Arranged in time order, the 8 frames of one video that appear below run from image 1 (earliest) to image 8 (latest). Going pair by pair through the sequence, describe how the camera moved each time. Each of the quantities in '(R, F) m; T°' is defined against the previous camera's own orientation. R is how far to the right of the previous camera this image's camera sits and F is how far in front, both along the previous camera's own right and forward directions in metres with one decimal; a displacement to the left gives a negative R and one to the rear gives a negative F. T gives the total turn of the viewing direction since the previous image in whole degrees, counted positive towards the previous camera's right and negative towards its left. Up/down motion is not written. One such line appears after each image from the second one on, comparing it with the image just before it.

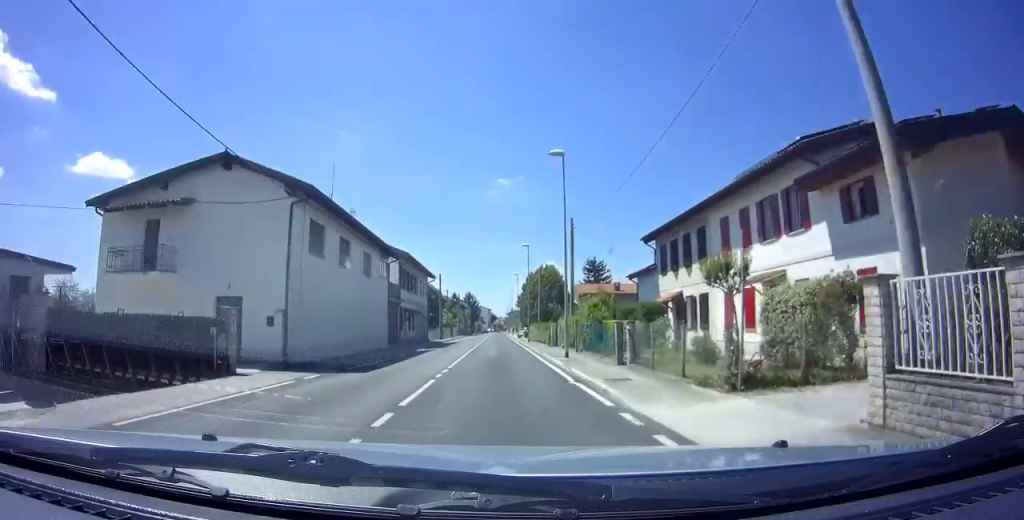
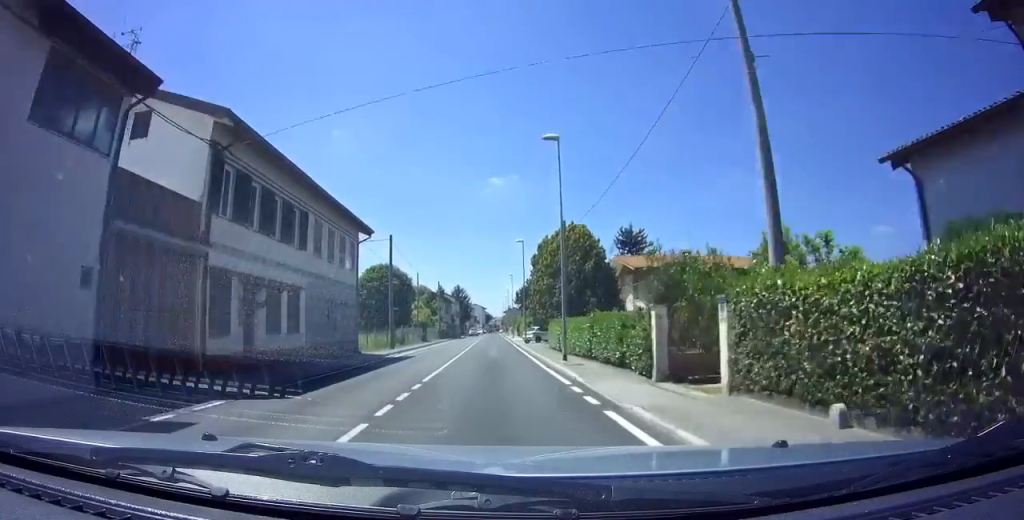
(0.0, +26.2) m; -2°
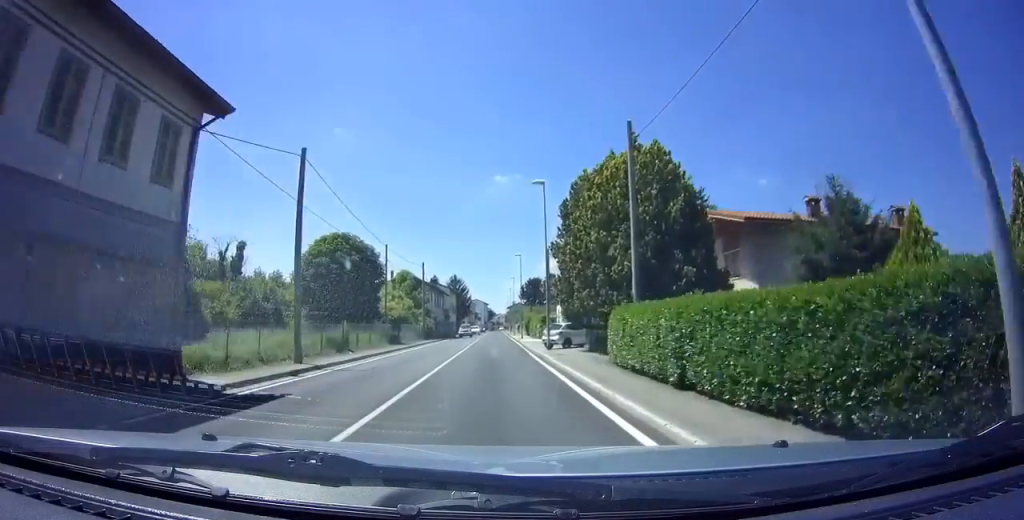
(-0.5, +17.2) m; 0°
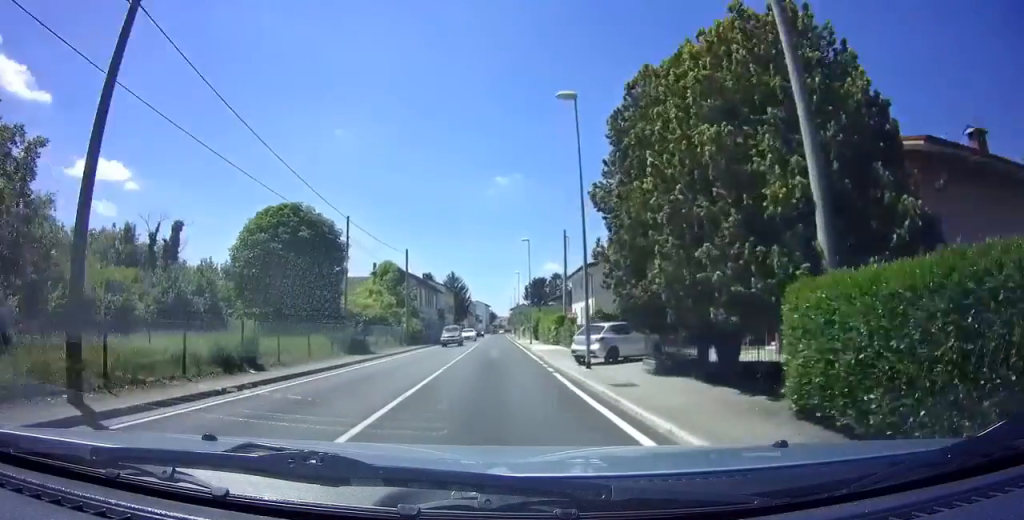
(+0.3, +10.7) m; +1°
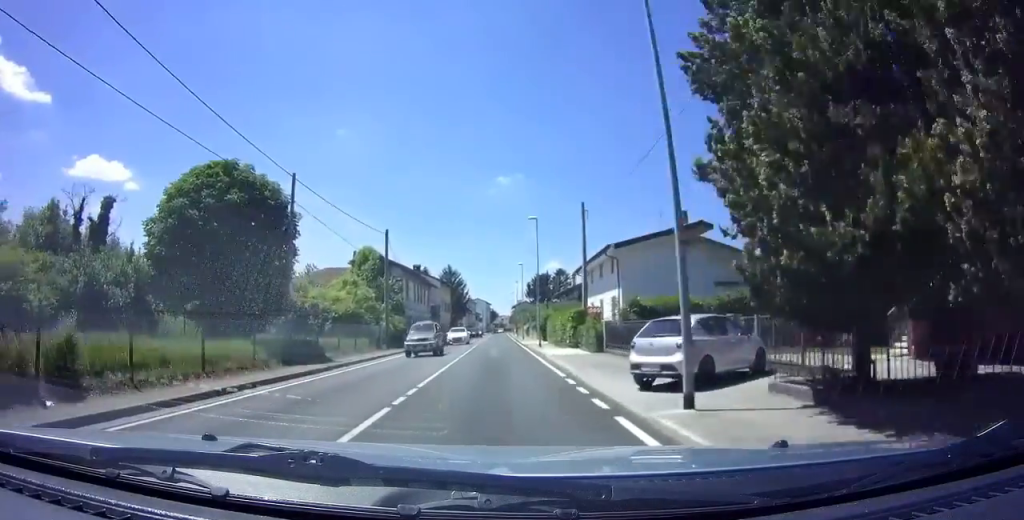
(+0.1, +8.0) m; 0°
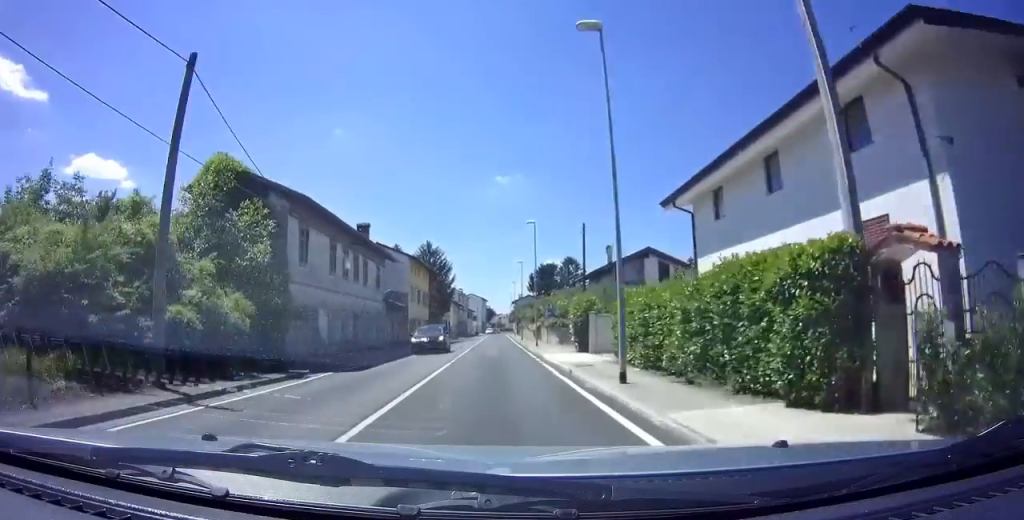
(-0.5, +23.3) m; -2°
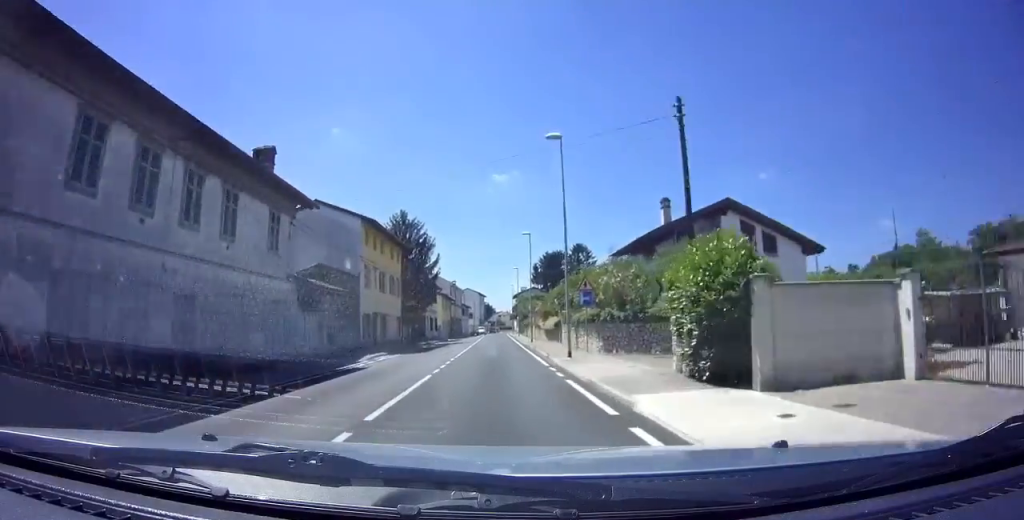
(+0.2, +16.8) m; +1°
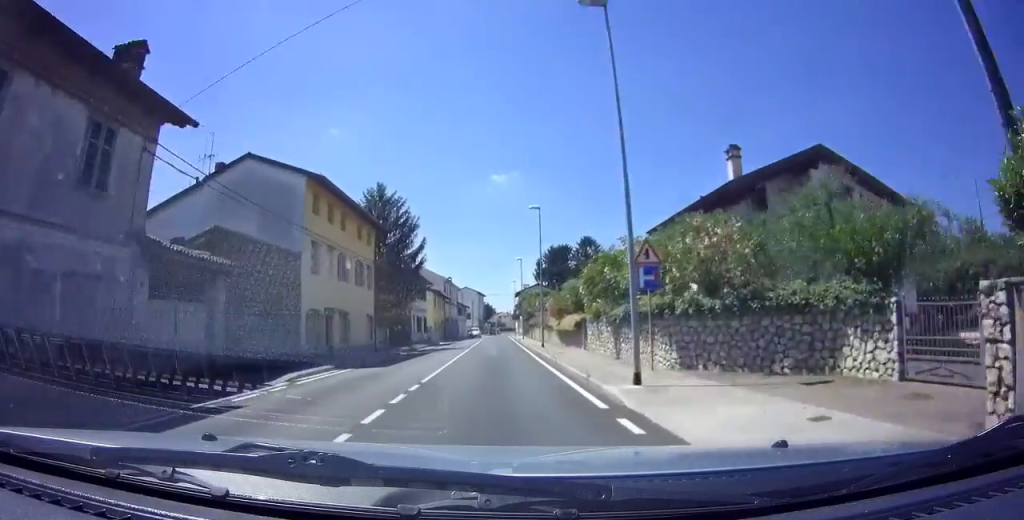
(+0.1, +10.0) m; 0°
